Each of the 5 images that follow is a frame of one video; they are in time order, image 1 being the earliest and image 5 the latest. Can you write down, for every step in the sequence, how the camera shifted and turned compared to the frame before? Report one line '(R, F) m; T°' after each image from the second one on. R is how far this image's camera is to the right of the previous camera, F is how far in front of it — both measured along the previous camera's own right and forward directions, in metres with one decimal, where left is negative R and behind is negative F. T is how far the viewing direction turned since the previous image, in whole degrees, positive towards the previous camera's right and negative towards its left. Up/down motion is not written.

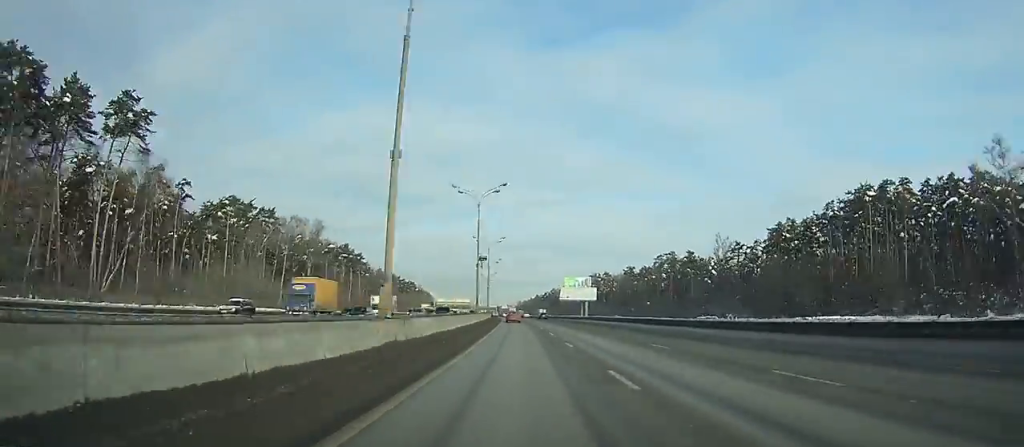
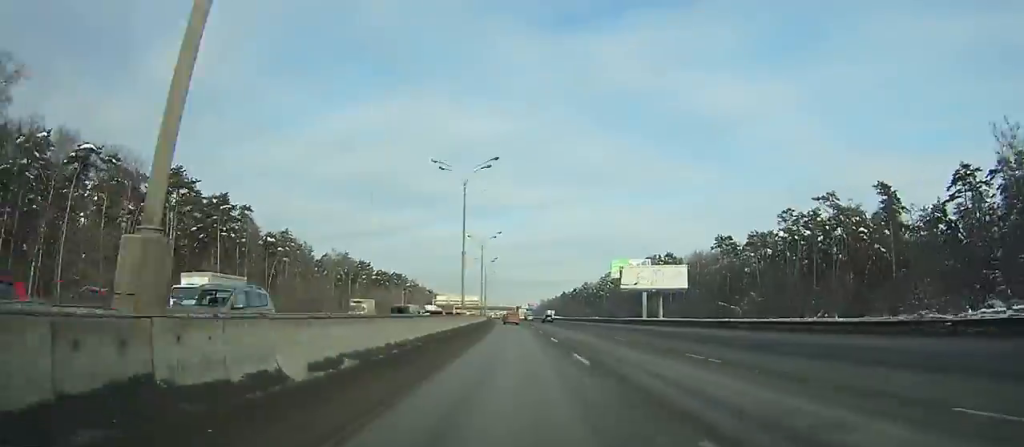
(-1.8, +86.7) m; -2°
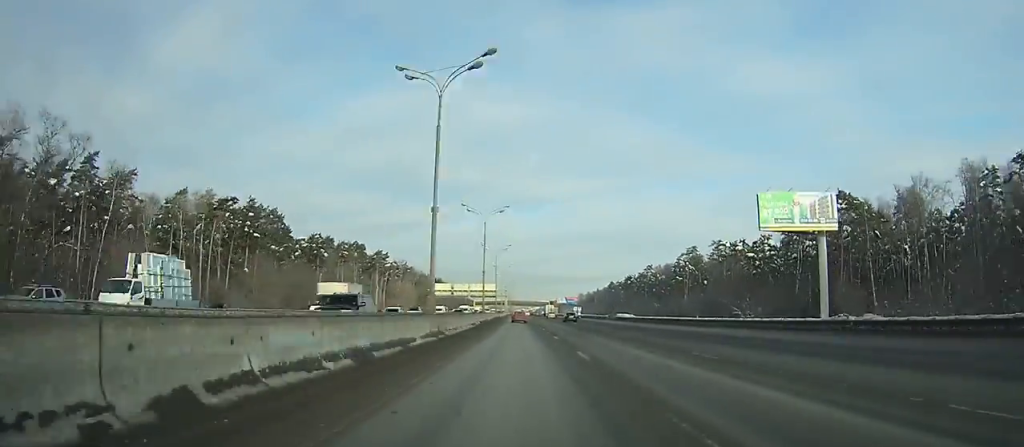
(-2.2, +98.7) m; -2°
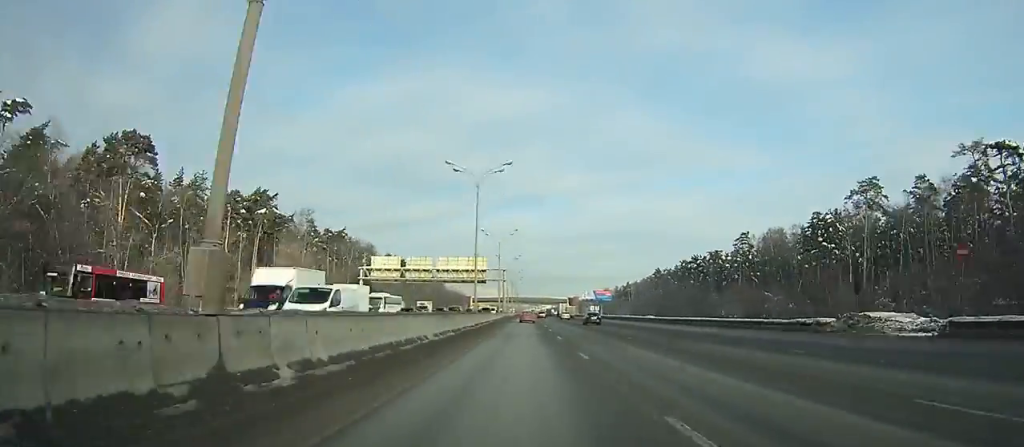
(-1.2, +99.9) m; -1°
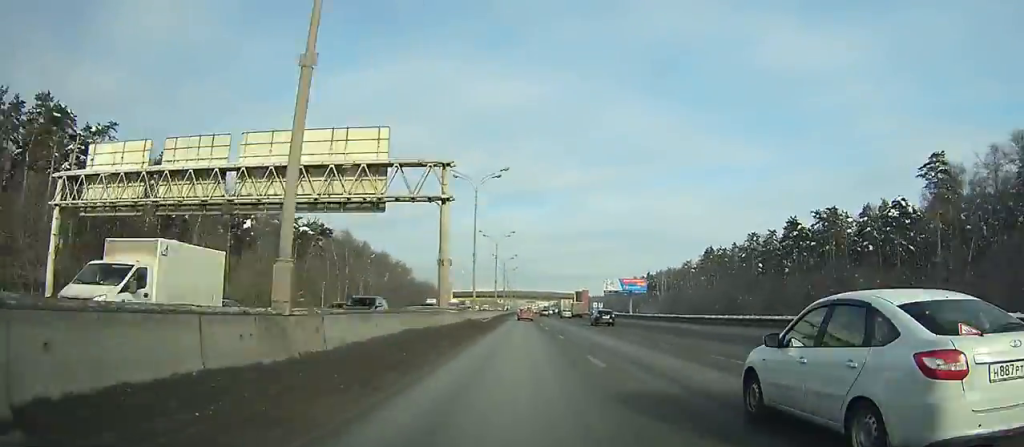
(-0.1, +75.1) m; 0°
